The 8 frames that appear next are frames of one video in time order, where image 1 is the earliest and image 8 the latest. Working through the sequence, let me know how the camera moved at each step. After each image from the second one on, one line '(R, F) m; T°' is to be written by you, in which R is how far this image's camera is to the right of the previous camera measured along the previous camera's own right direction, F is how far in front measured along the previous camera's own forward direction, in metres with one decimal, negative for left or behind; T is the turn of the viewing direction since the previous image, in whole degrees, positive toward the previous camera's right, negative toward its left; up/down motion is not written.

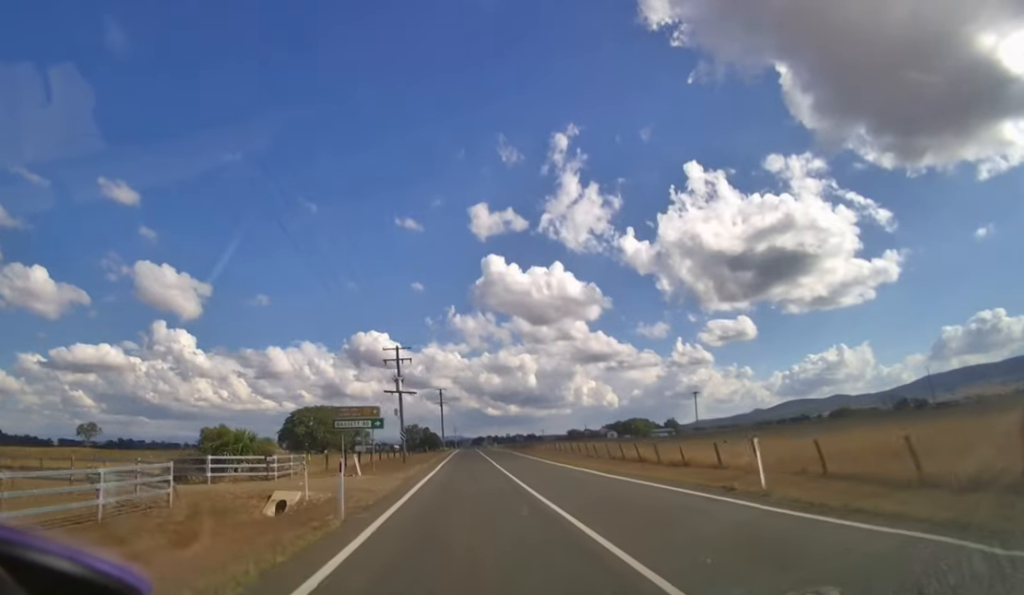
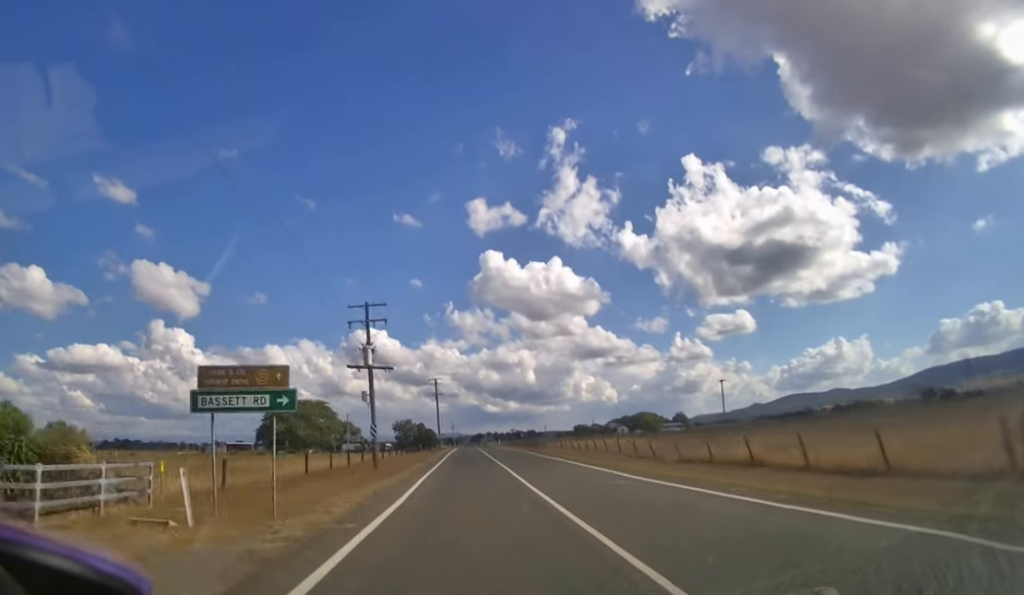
(0.0, +15.0) m; 0°
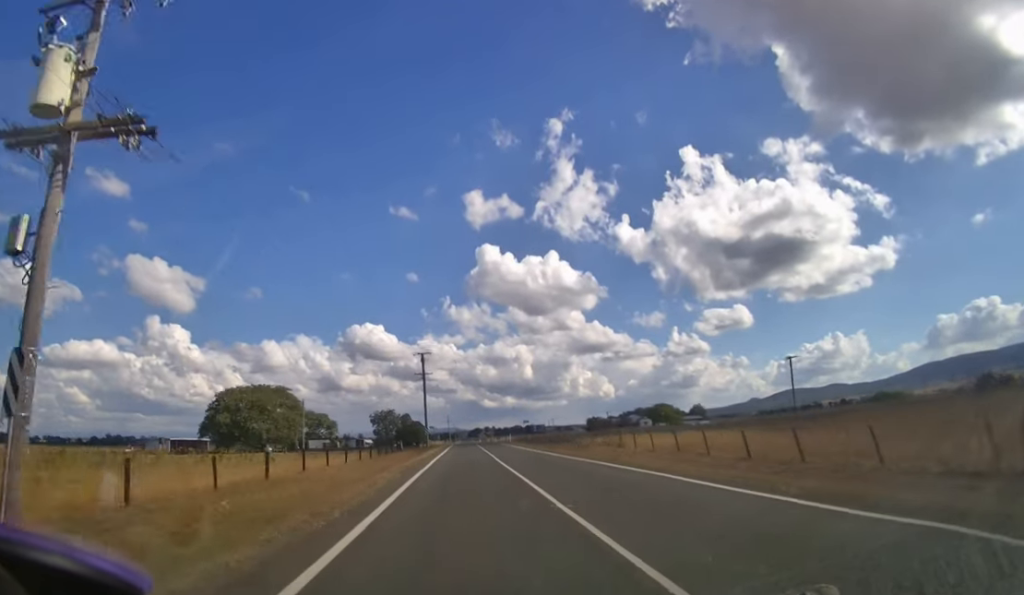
(+0.1, +27.9) m; 0°
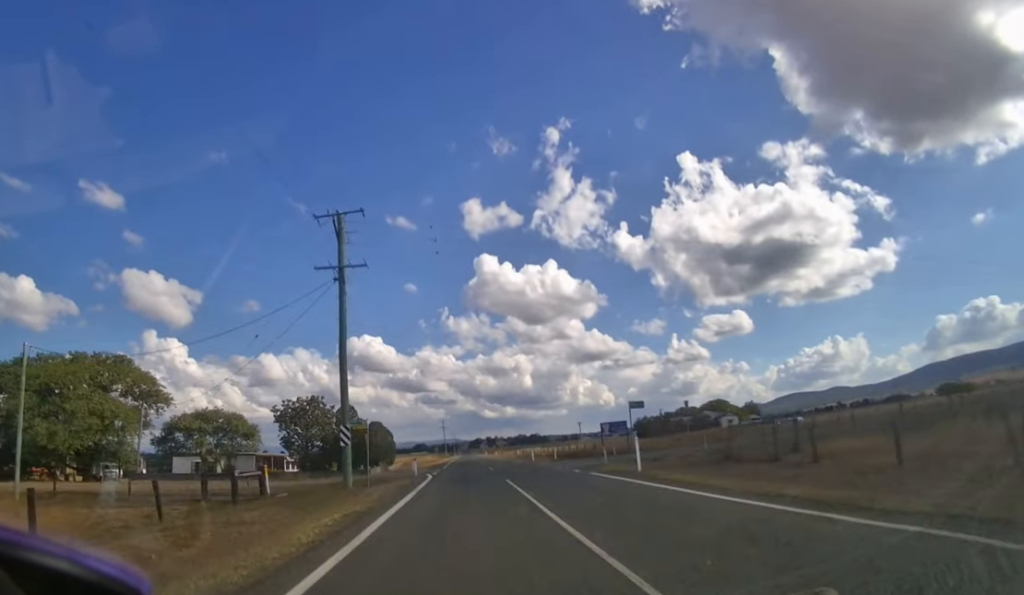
(+0.2, +56.4) m; 0°
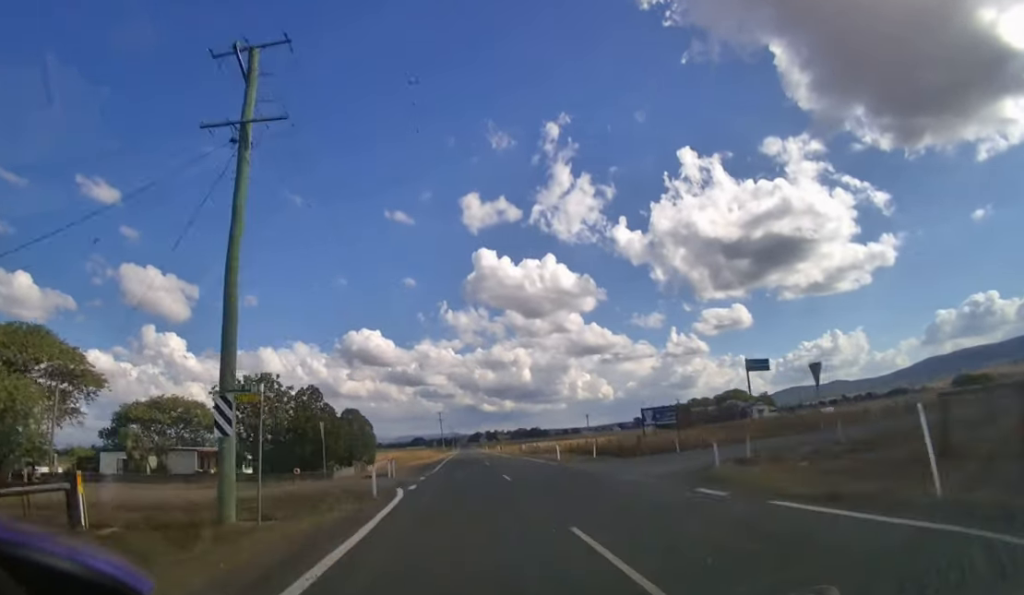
(0.0, +12.0) m; 0°
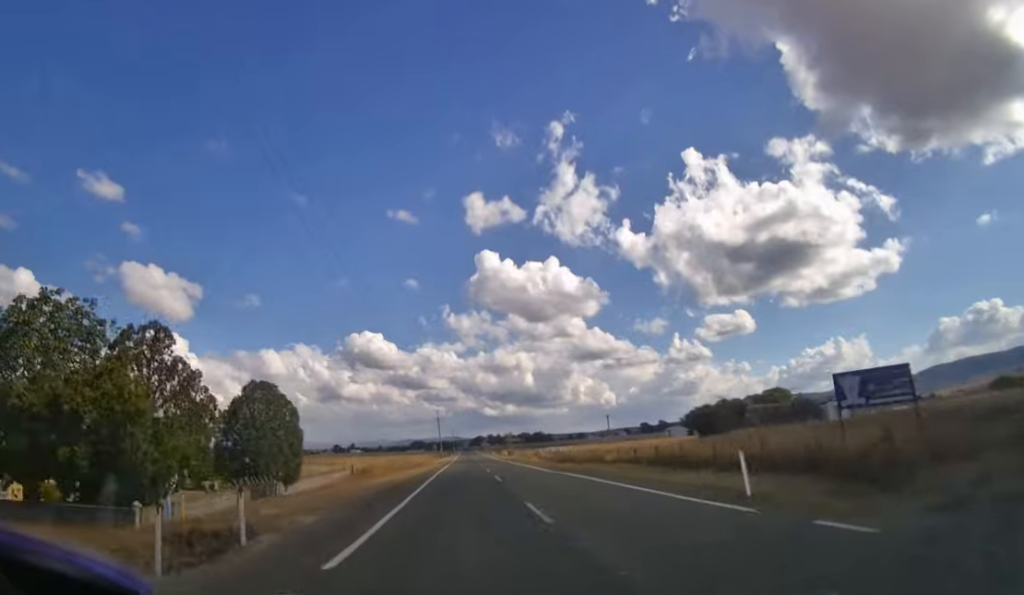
(0.0, +20.8) m; 0°
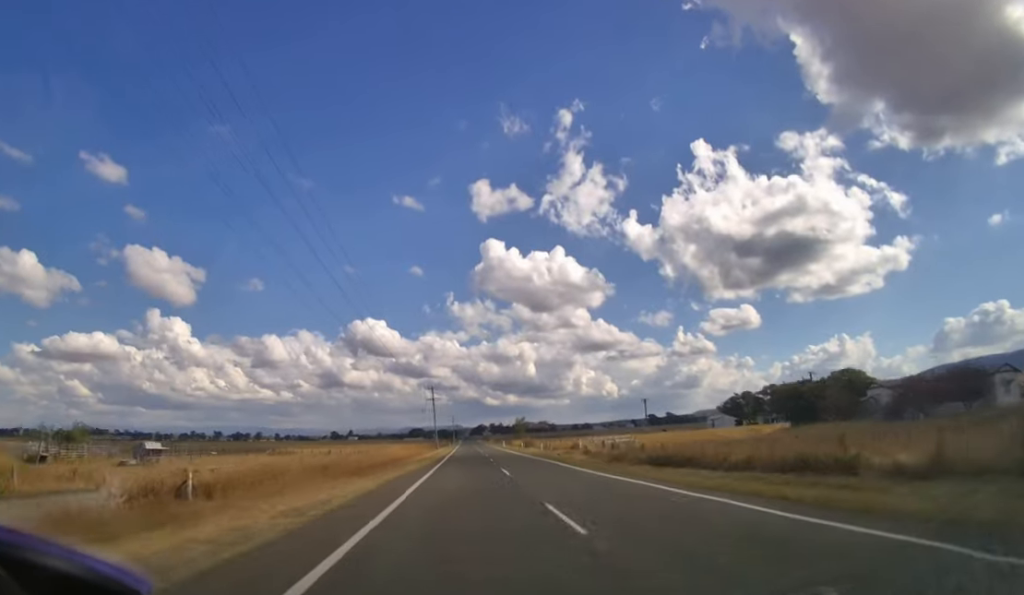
(0.0, +25.1) m; 0°
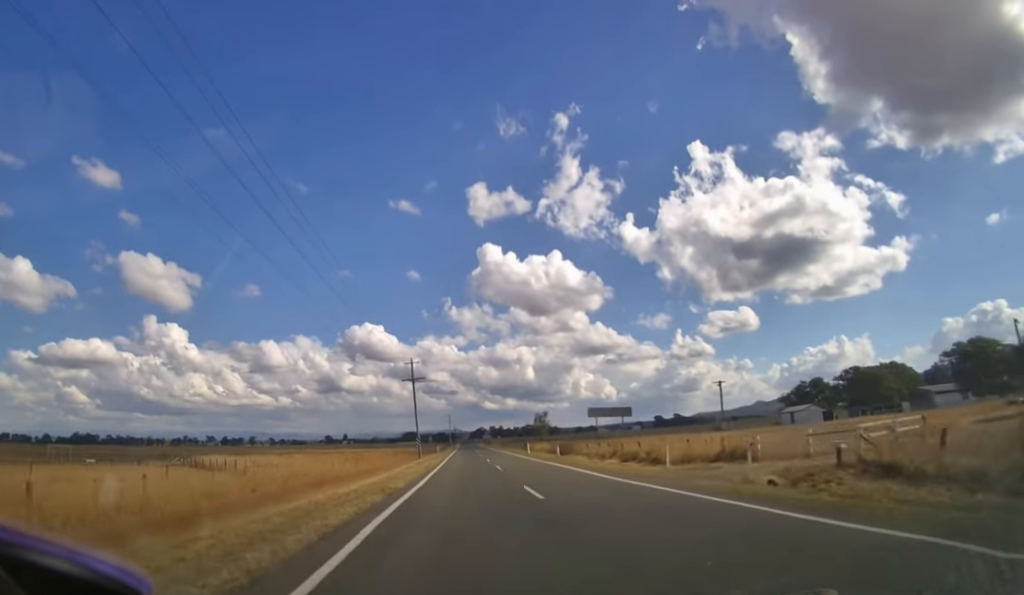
(0.0, +31.1) m; 0°
